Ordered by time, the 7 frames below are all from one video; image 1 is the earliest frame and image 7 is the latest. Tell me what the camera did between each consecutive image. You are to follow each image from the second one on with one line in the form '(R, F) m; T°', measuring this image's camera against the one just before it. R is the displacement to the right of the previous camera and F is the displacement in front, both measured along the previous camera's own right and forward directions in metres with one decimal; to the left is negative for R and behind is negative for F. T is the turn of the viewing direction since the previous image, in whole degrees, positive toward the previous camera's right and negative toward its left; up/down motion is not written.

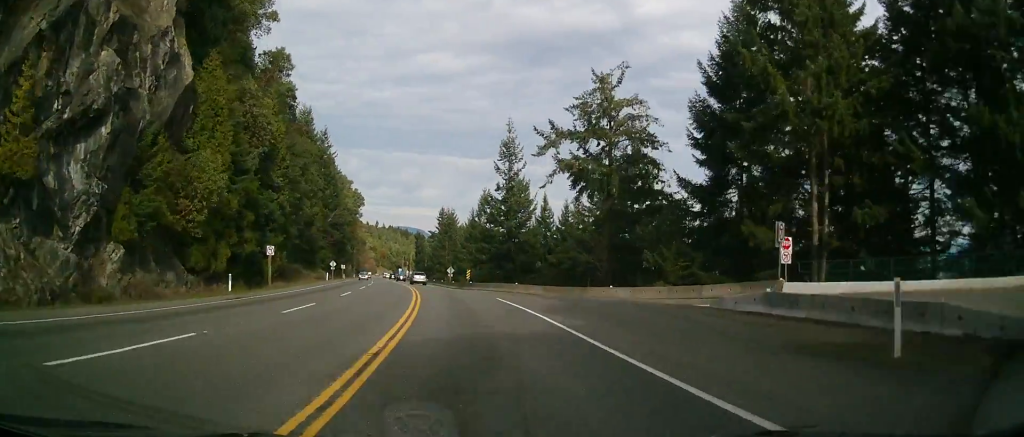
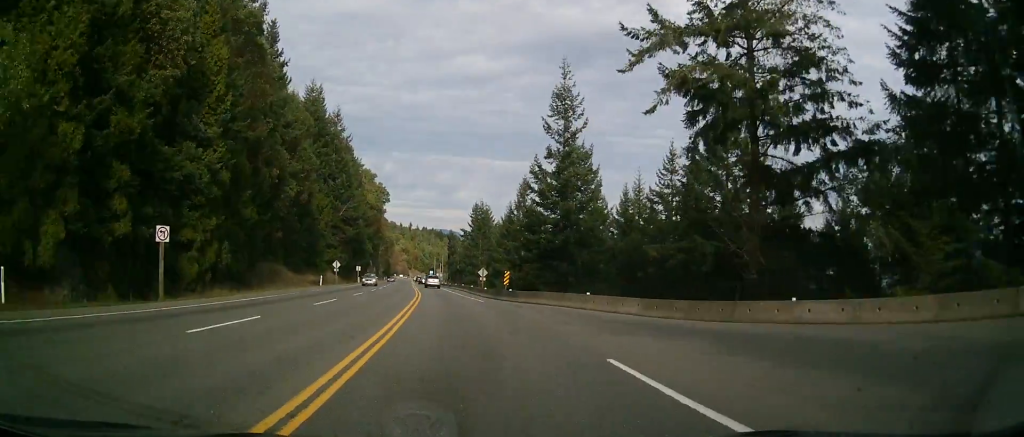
(-0.7, +19.3) m; -4°
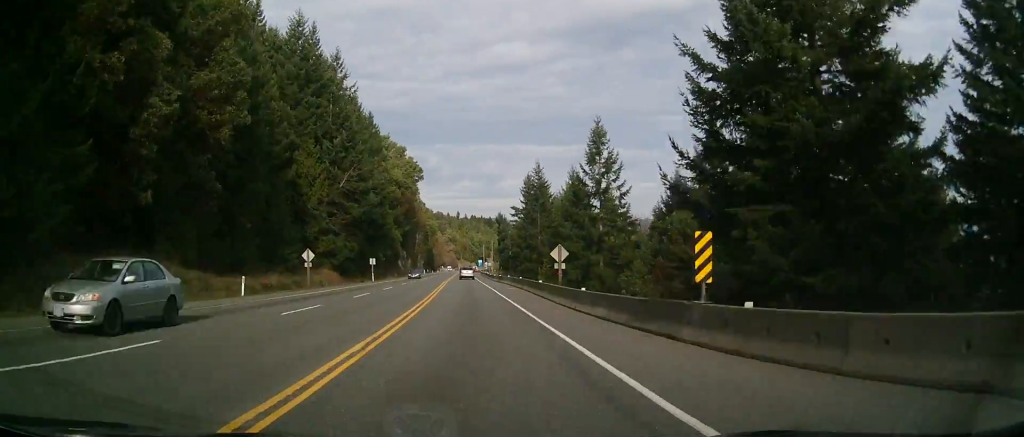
(-1.9, +31.4) m; -6°
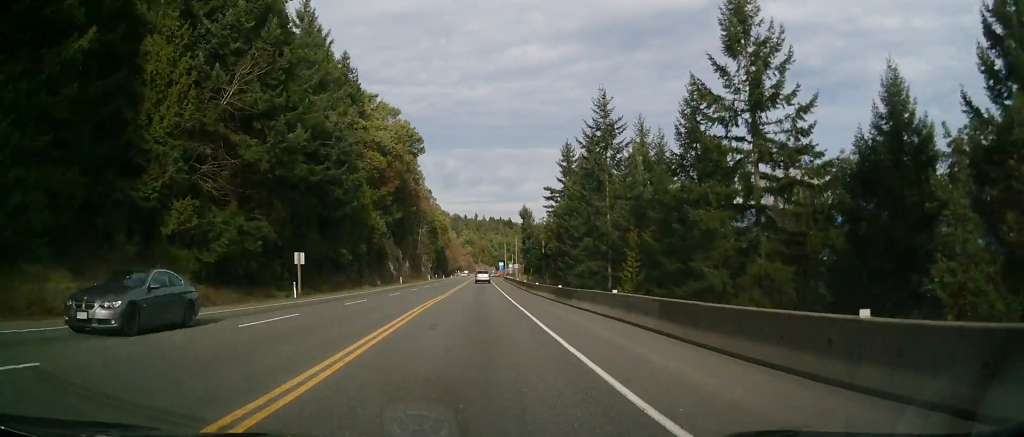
(-0.8, +40.5) m; -1°
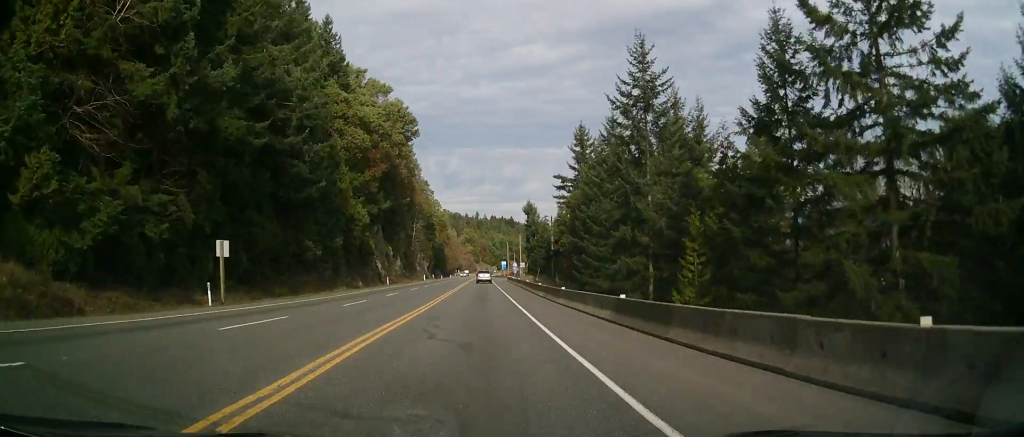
(0.0, +13.3) m; 0°
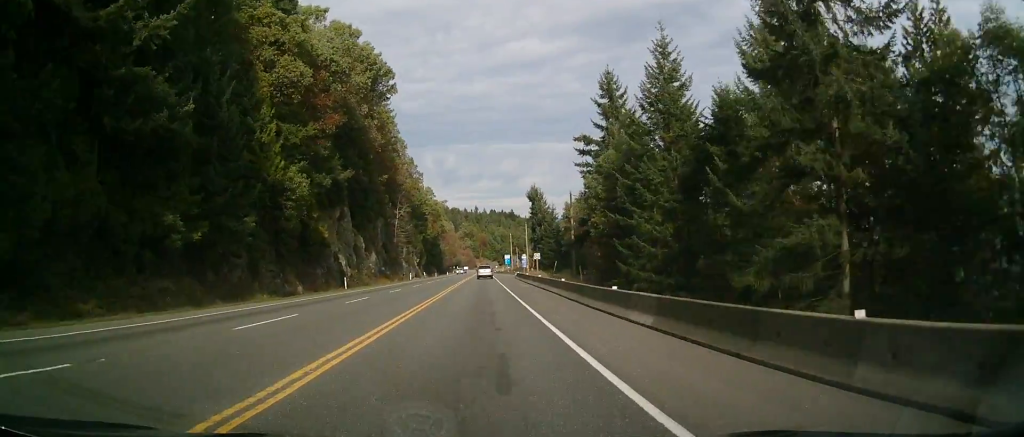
(-0.1, +23.7) m; -2°
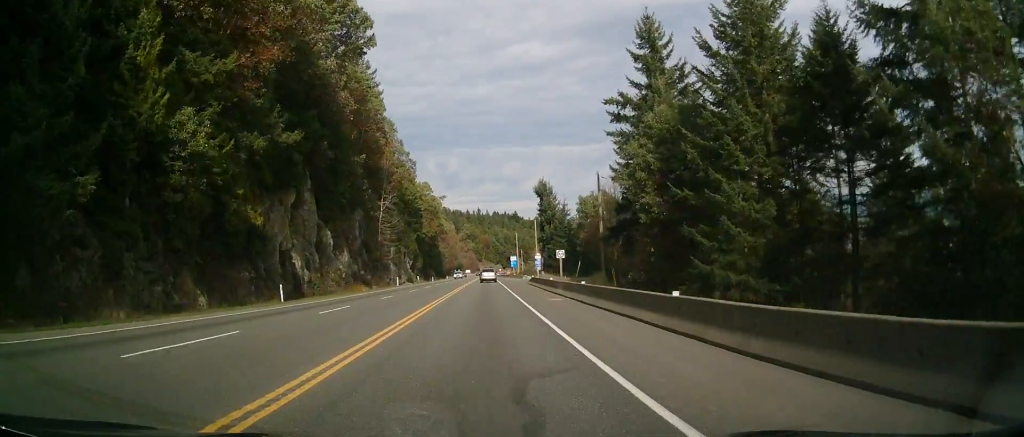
(-0.6, +17.5) m; -2°
